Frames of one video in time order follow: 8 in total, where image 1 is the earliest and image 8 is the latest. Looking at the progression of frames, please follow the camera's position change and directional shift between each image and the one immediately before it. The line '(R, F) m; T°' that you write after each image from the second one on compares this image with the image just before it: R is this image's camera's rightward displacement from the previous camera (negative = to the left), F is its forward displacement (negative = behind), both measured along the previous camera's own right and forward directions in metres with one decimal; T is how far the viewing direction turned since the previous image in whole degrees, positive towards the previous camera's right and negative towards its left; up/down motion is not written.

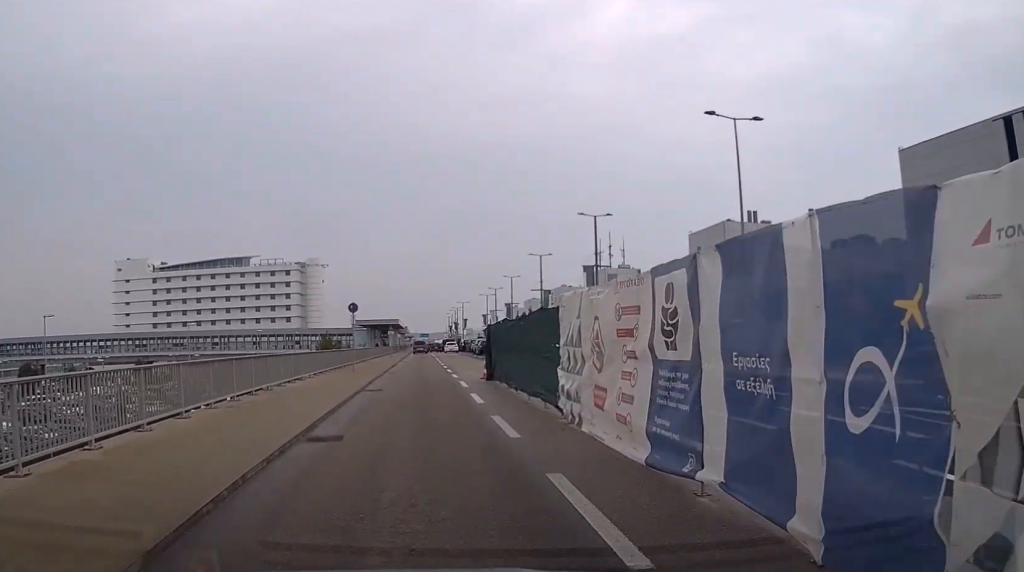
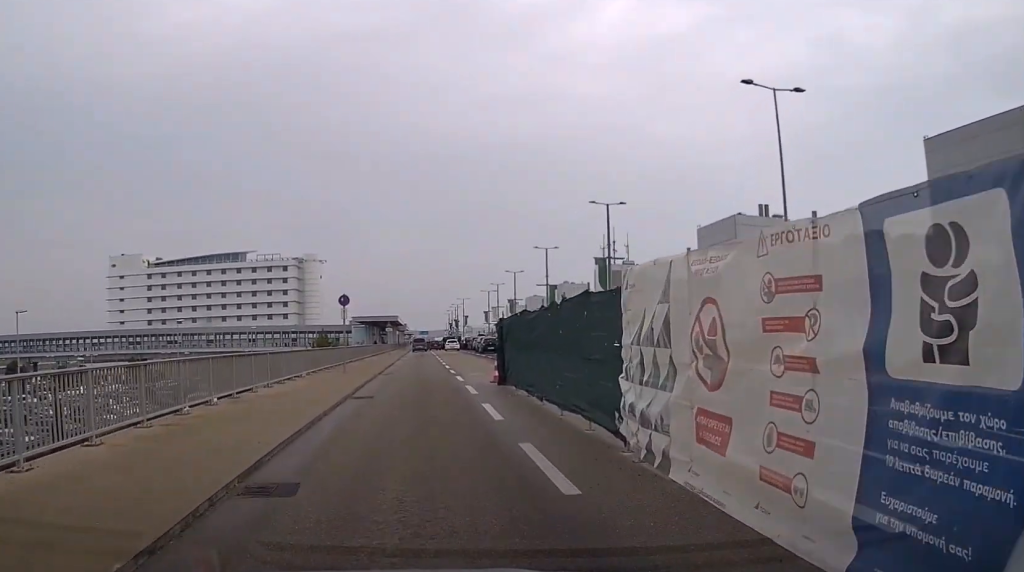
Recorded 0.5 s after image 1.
(+0.1, +3.9) m; 0°
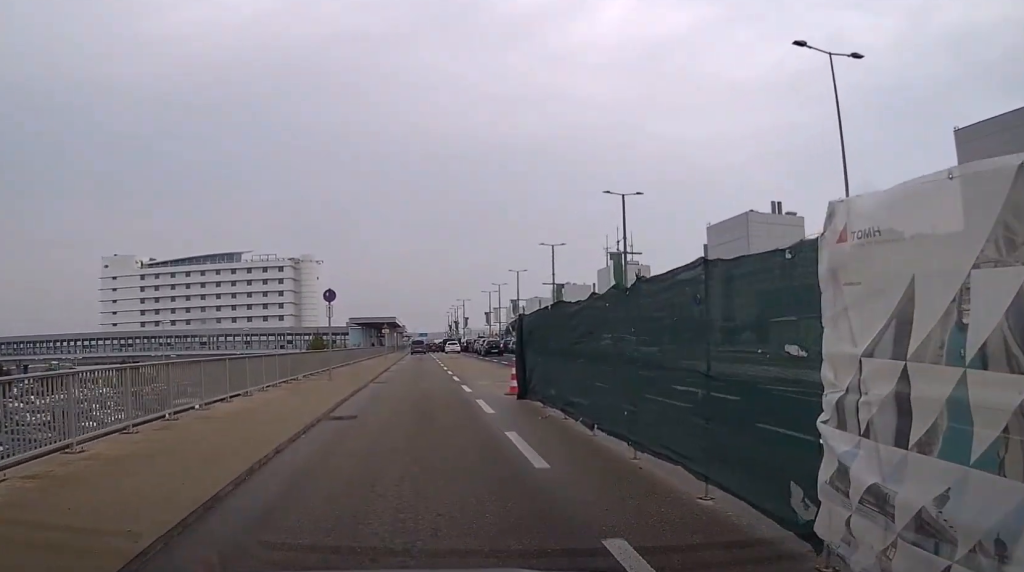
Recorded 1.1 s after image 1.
(0.0, +4.6) m; 0°
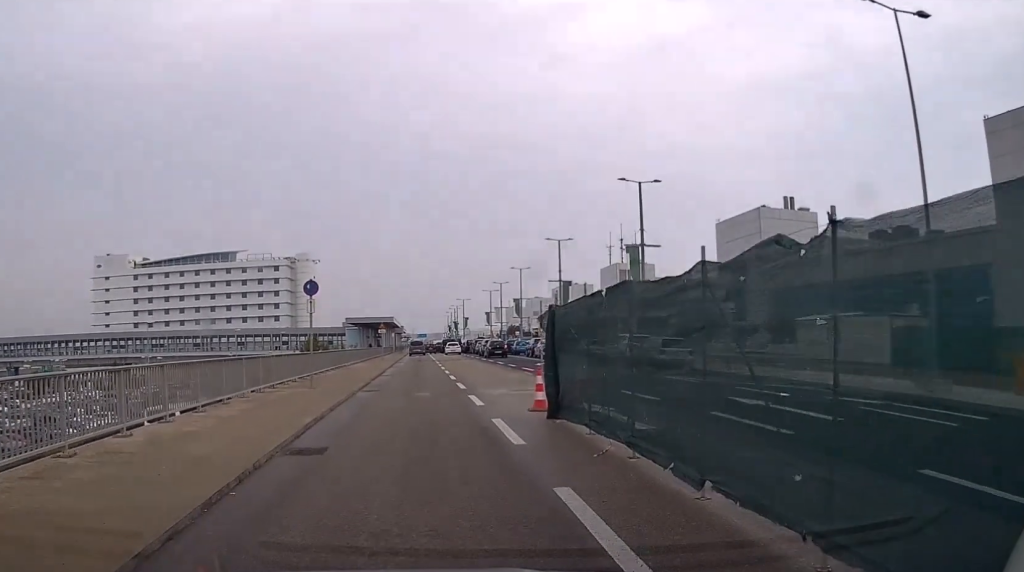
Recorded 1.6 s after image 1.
(-0.1, +4.0) m; 0°
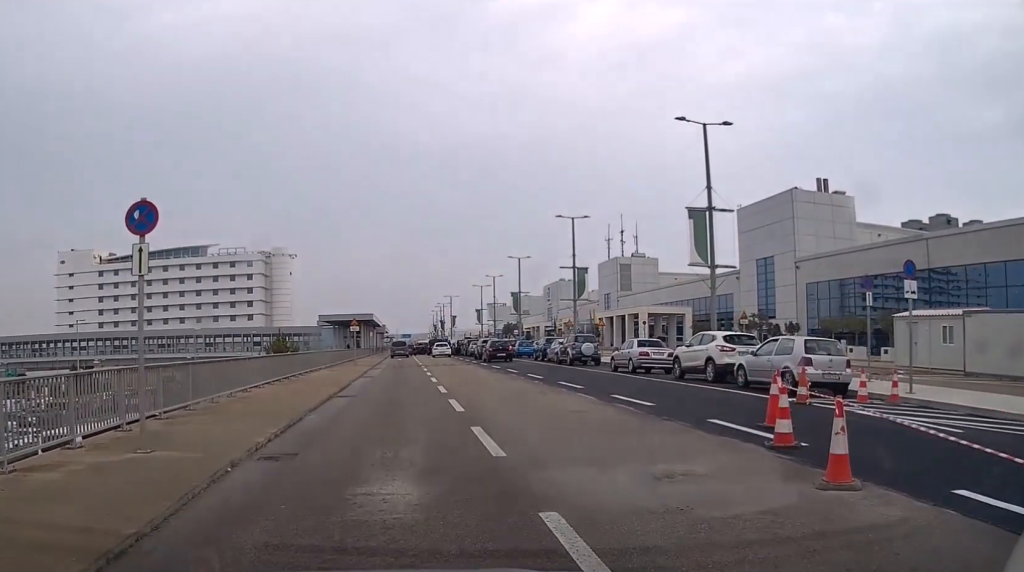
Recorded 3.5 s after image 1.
(+0.2, +13.0) m; +1°
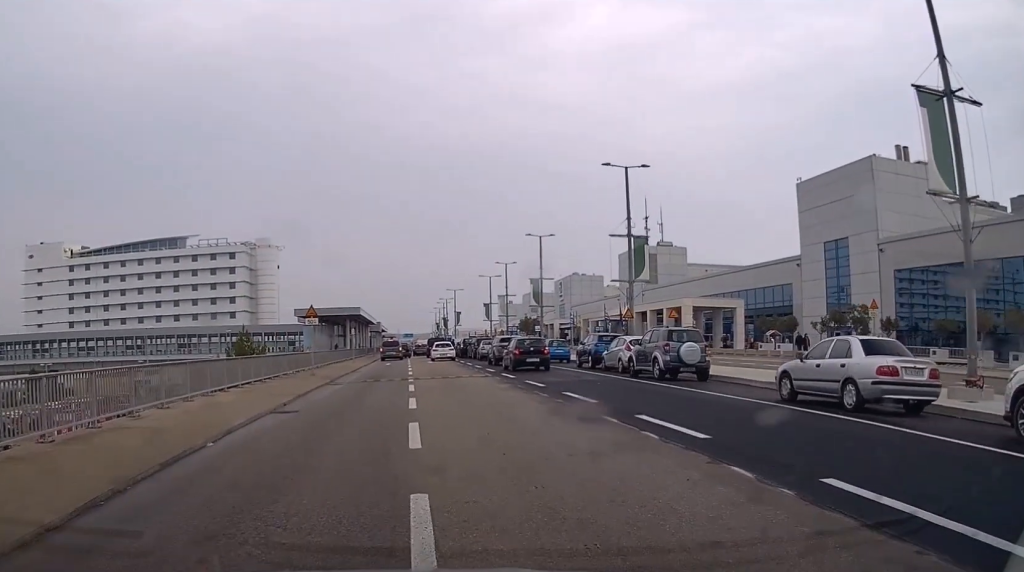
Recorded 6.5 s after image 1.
(+0.3, +17.3) m; -2°
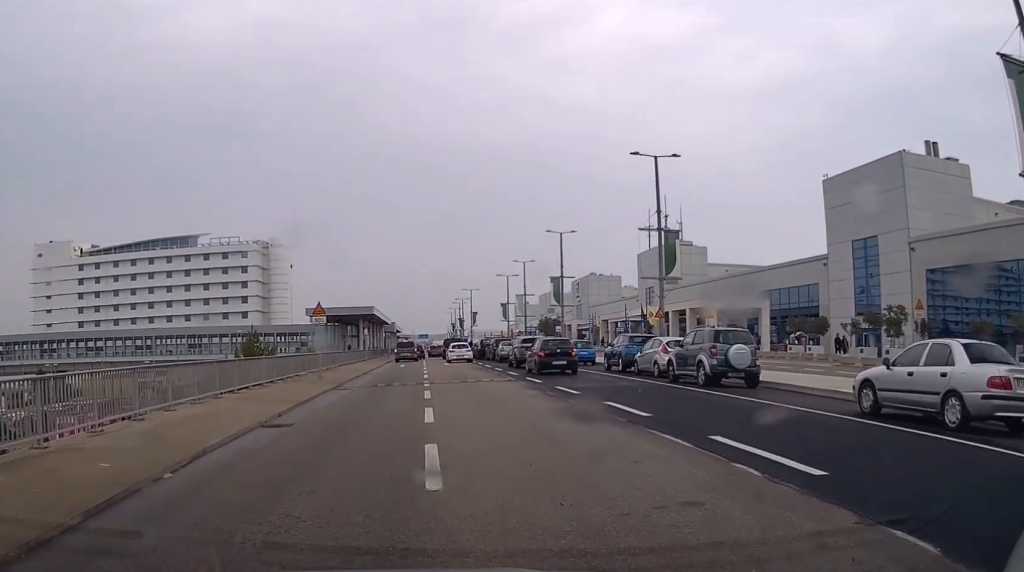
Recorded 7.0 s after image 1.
(-0.1, +2.6) m; -2°
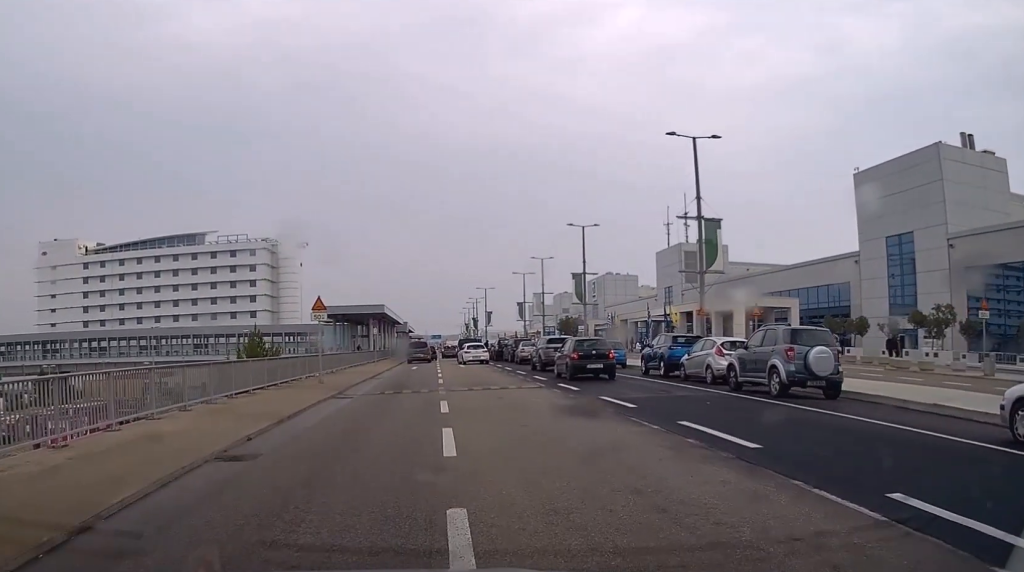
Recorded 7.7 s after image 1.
(-0.2, +3.7) m; -1°
